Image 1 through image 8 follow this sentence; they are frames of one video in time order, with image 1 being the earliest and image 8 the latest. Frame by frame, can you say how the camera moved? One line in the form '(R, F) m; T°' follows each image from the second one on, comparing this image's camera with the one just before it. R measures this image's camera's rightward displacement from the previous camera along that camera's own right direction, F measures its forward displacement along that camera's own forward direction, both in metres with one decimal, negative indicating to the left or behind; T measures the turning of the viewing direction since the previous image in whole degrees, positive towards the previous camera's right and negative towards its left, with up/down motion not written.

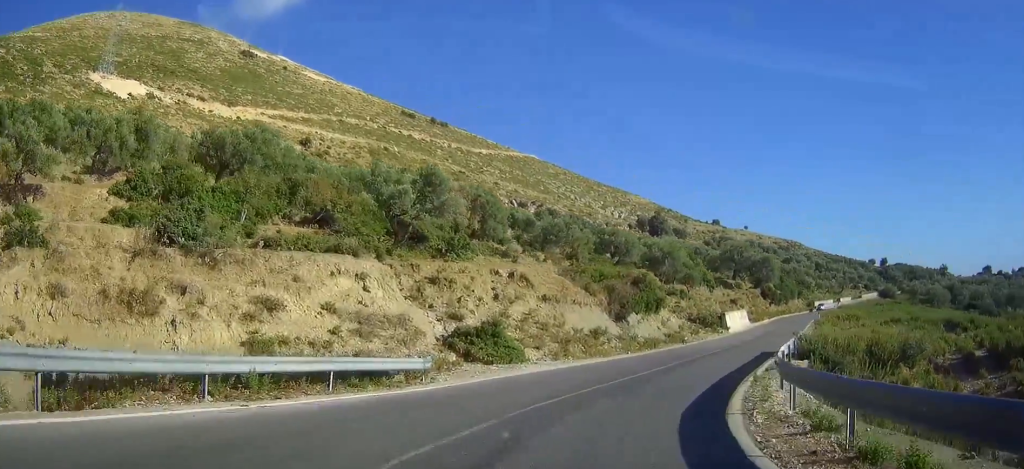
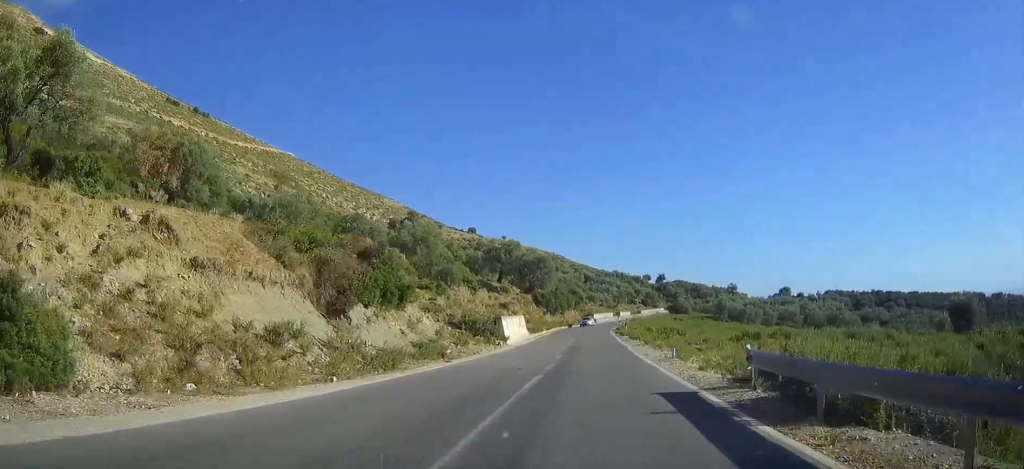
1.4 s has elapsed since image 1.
(+3.7, +17.2) m; +26°
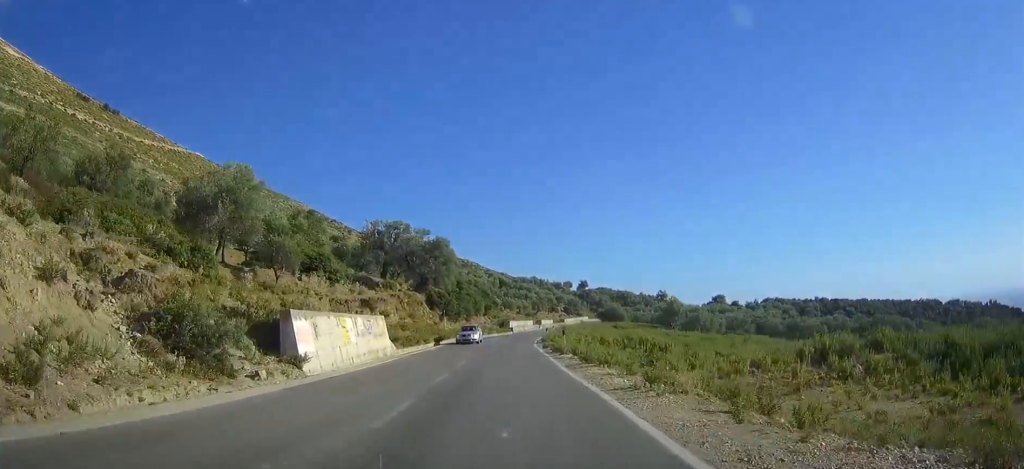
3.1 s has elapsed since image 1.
(+3.2, +26.7) m; +8°
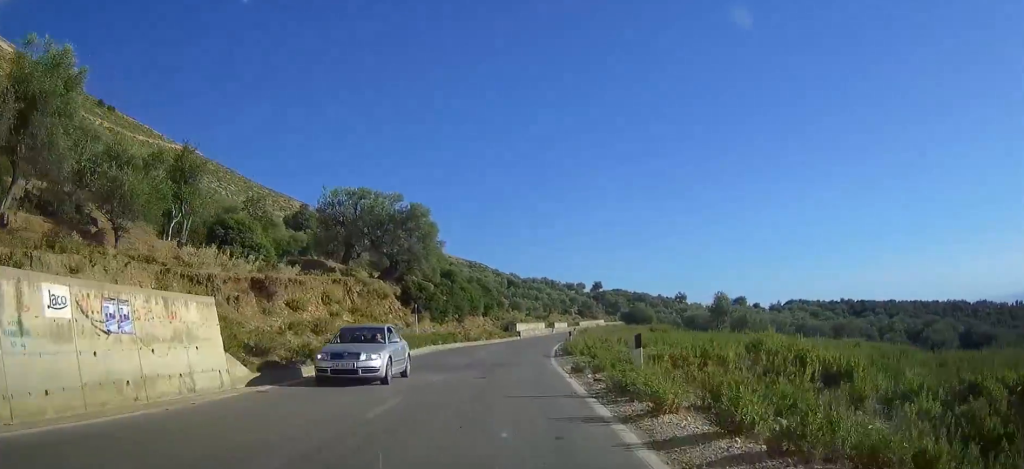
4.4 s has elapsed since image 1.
(+0.2, +21.0) m; 0°
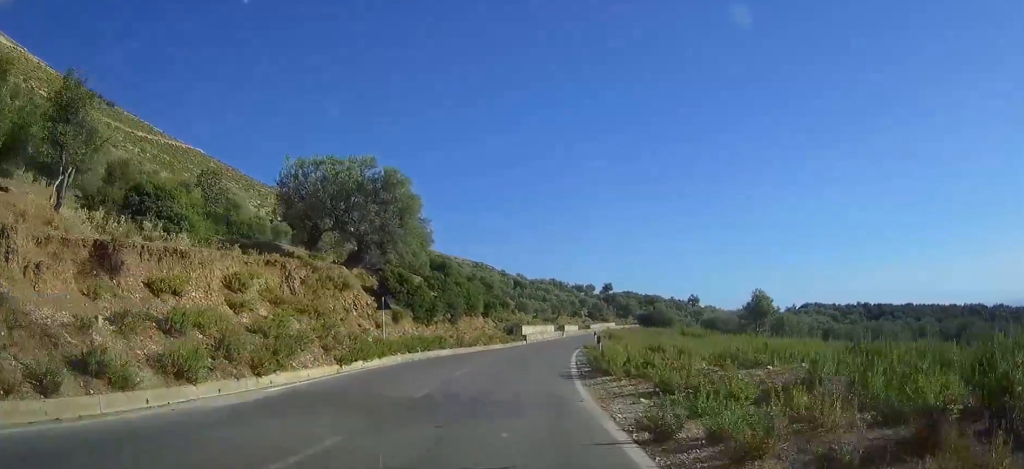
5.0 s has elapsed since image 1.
(-0.1, +11.9) m; 0°
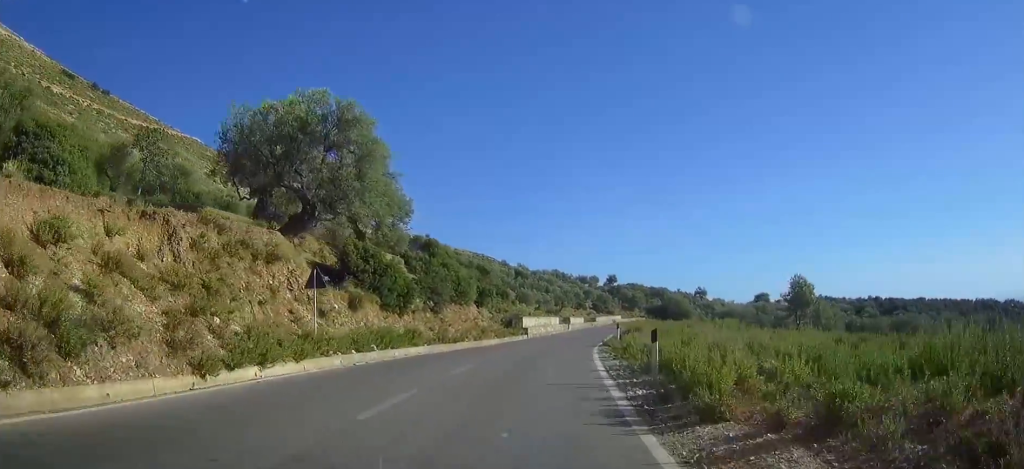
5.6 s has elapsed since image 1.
(-0.1, +10.7) m; 0°
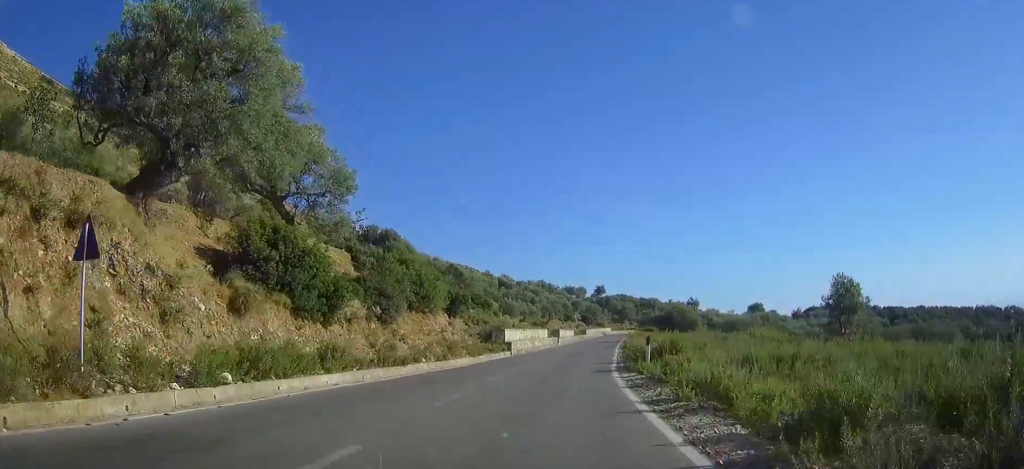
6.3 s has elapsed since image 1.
(-0.1, +11.8) m; +2°
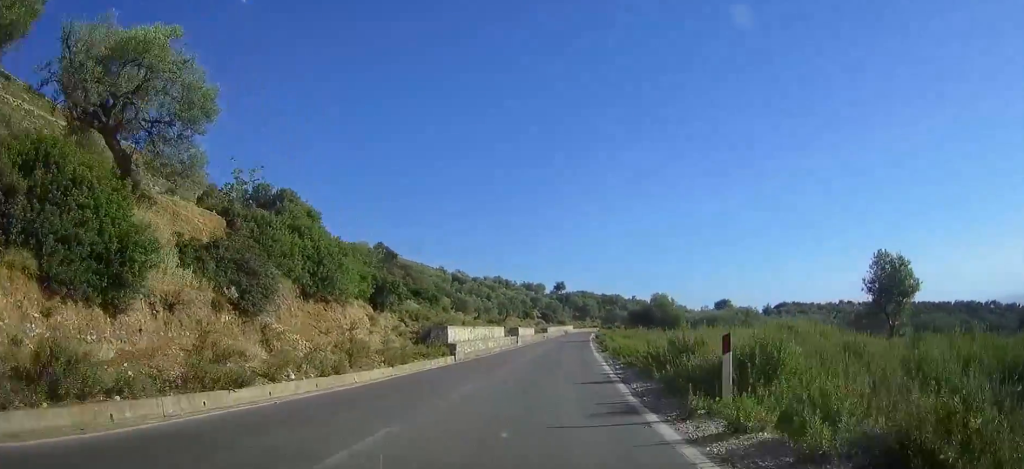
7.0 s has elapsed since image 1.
(+0.4, +12.3) m; +2°
